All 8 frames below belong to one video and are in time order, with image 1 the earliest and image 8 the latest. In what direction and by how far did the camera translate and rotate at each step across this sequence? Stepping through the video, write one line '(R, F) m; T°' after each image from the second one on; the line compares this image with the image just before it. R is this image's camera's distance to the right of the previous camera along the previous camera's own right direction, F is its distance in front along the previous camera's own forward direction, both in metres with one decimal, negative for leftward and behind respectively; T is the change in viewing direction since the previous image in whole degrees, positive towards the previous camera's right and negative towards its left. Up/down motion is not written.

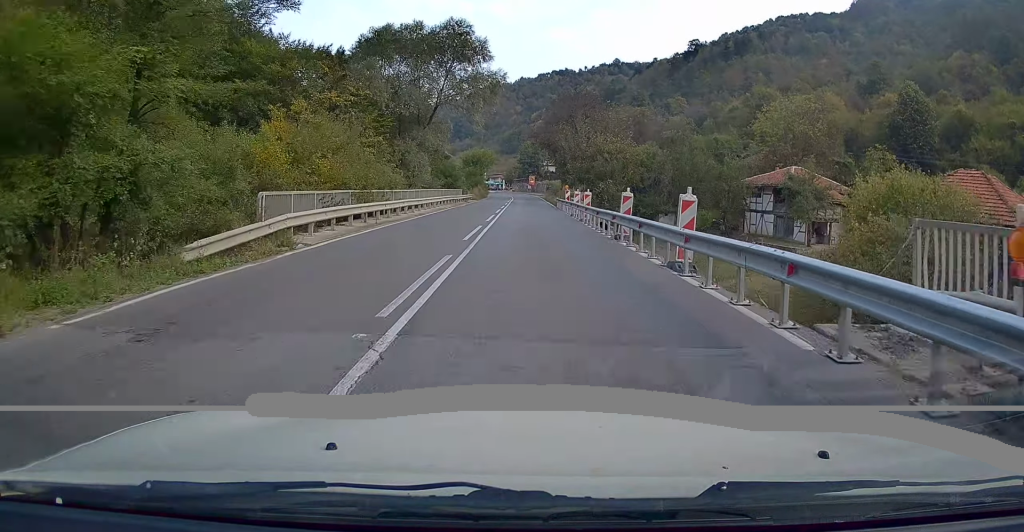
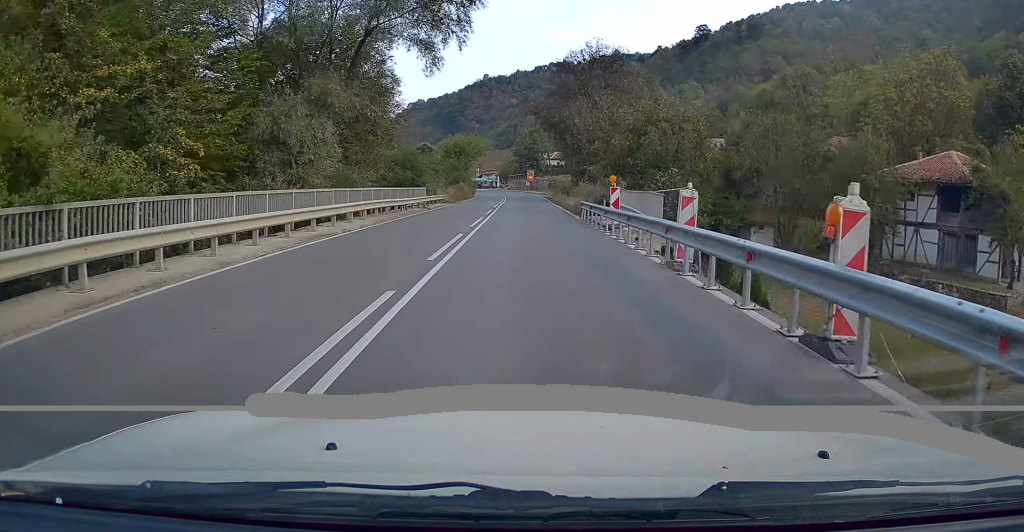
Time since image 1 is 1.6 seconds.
(0.0, +23.4) m; +1°
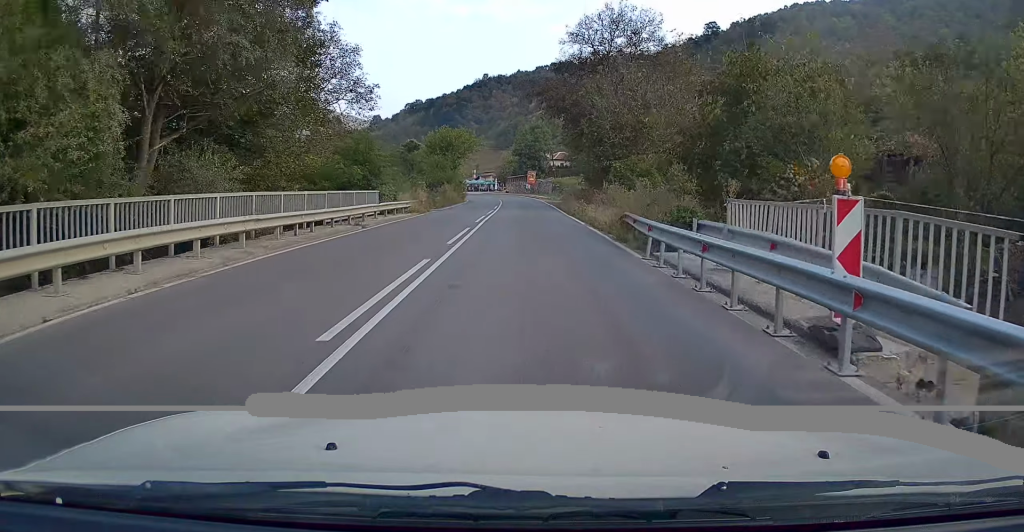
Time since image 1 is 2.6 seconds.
(+0.2, +14.6) m; 0°
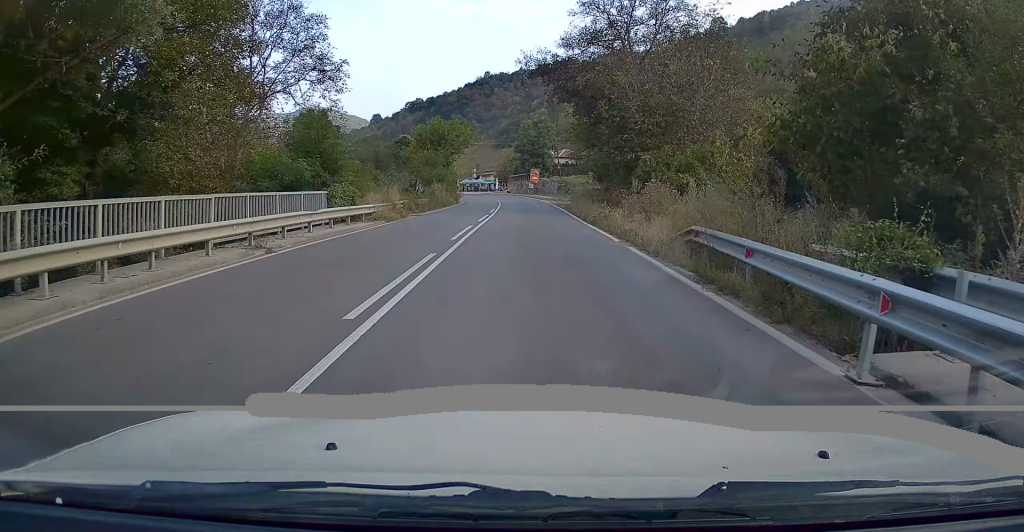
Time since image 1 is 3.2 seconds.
(-0.1, +8.3) m; 0°
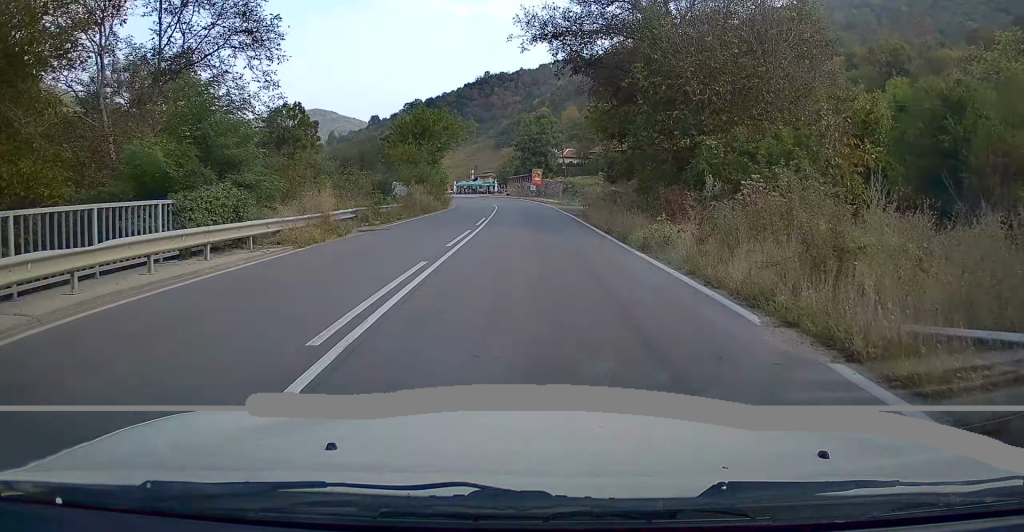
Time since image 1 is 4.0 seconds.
(0.0, +10.1) m; 0°
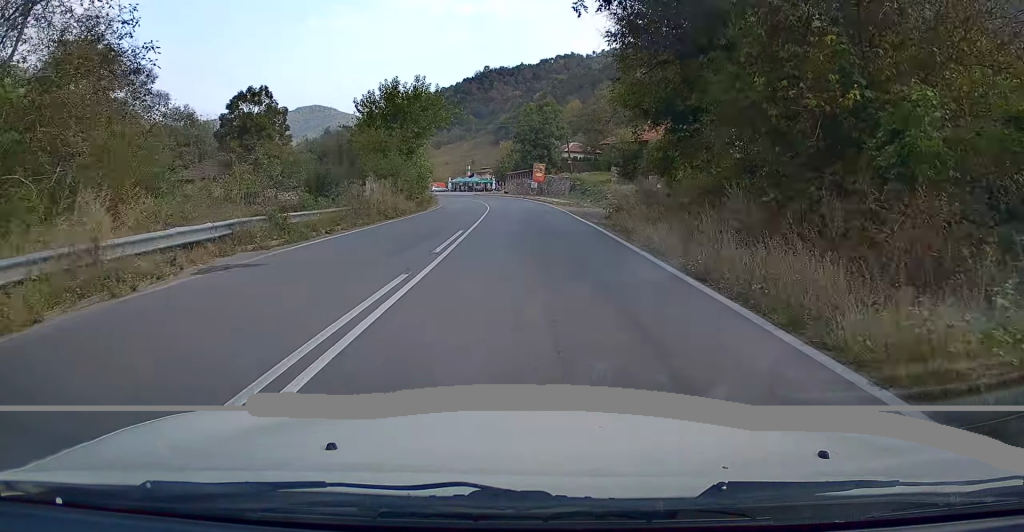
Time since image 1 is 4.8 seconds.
(+0.1, +10.9) m; 0°
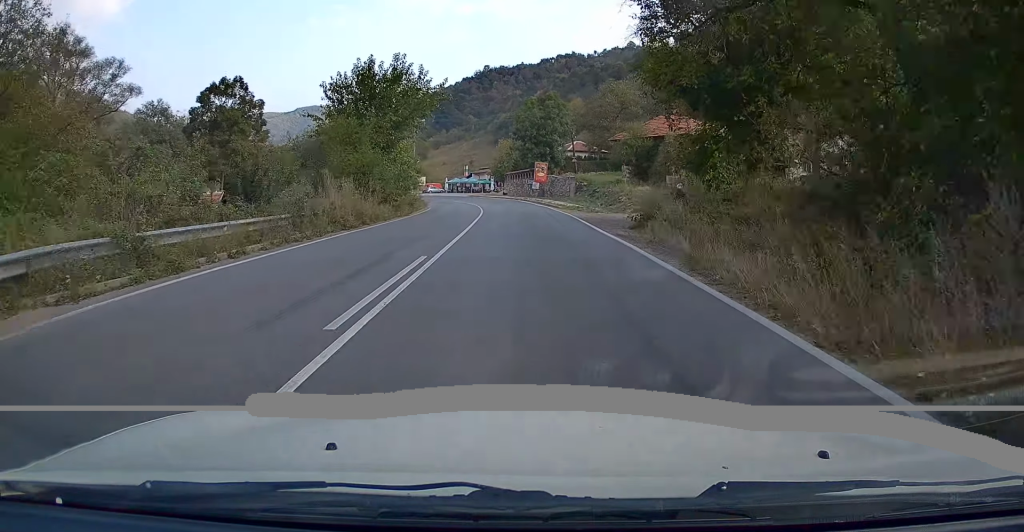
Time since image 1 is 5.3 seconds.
(0.0, +6.8) m; 0°
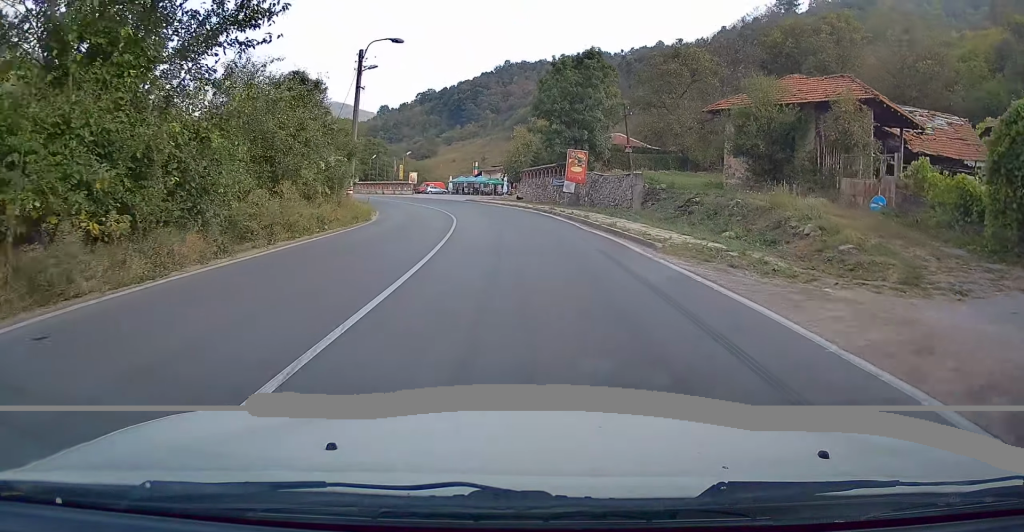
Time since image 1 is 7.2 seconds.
(-0.2, +25.6) m; -2°
